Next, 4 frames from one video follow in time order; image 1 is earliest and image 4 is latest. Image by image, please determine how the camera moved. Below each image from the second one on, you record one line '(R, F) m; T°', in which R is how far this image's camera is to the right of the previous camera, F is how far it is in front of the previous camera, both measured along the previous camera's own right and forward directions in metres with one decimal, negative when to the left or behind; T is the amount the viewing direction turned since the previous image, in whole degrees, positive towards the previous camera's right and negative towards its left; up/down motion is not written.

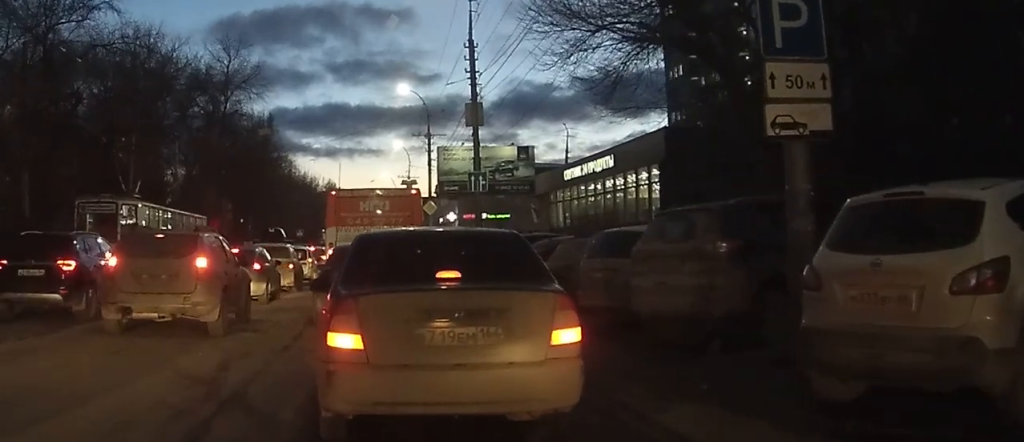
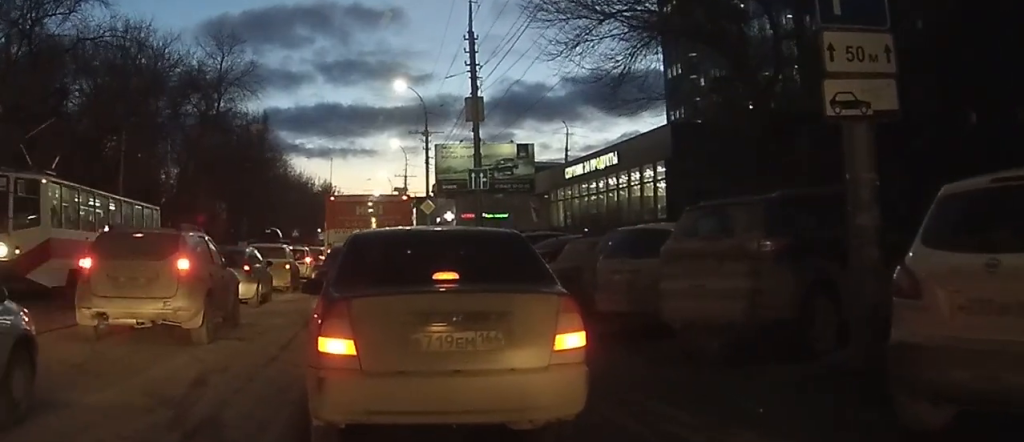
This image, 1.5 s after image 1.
(-0.4, +1.8) m; 0°
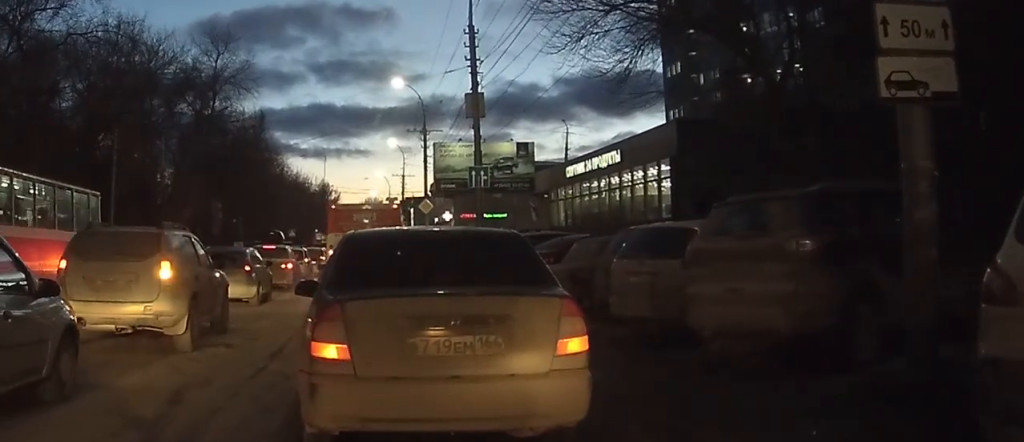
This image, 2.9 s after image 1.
(-0.5, +1.1) m; 0°
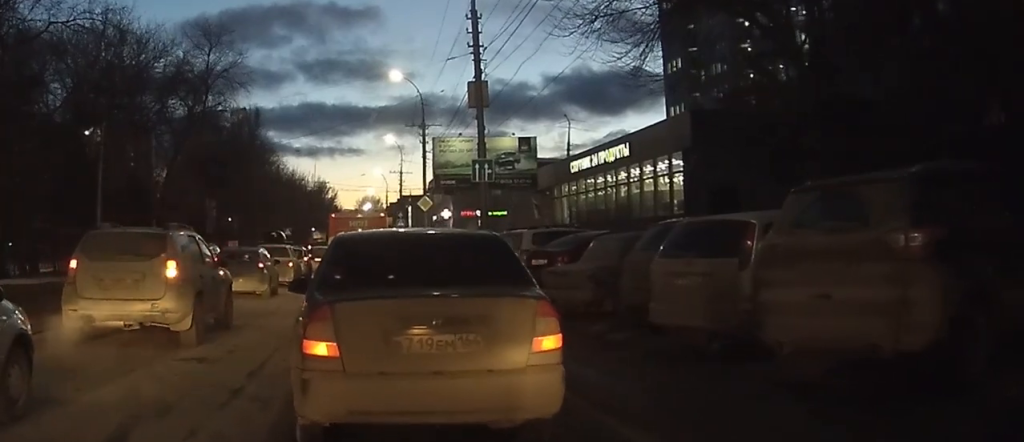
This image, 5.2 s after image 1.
(-0.4, +1.4) m; 0°
